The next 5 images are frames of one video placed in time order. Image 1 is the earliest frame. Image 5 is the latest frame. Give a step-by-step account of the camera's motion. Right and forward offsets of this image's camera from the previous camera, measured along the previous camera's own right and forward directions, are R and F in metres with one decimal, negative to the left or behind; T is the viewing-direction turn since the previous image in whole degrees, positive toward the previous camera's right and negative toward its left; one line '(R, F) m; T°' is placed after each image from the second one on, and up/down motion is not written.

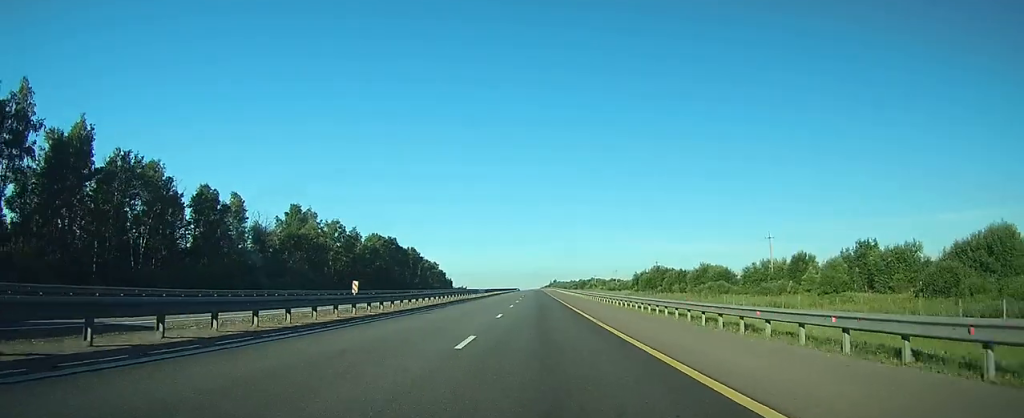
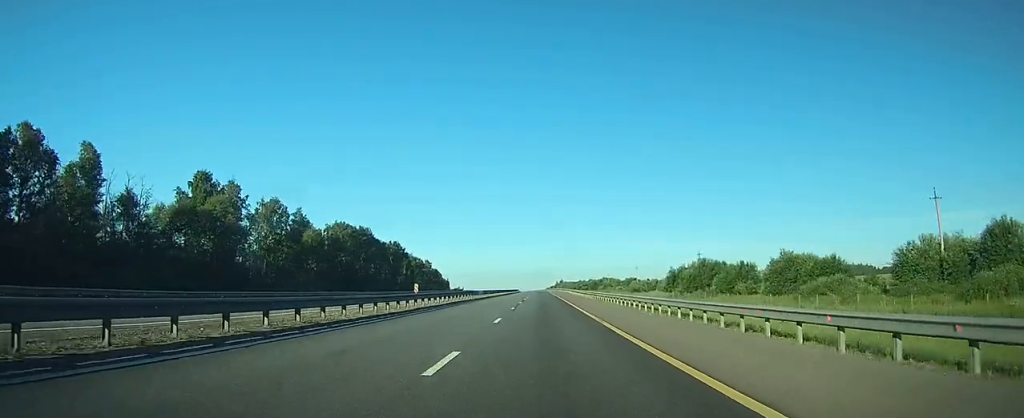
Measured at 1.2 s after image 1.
(-0.1, +39.3) m; -1°
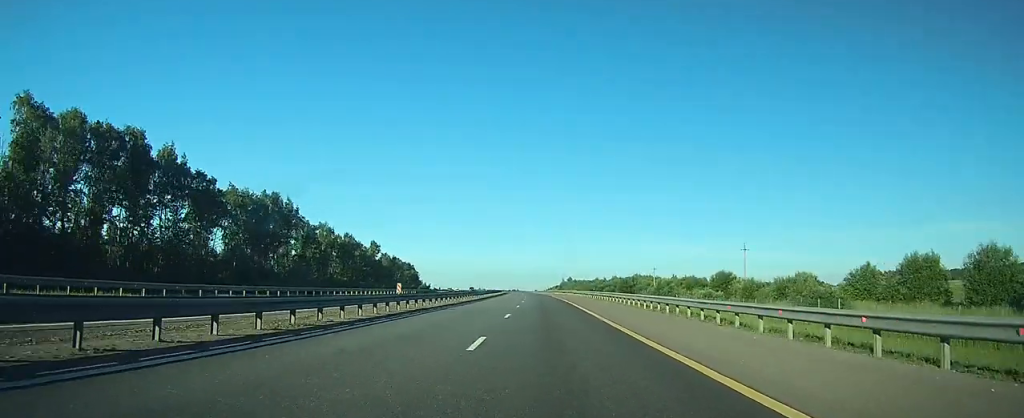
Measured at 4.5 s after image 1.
(-0.4, +105.1) m; 0°
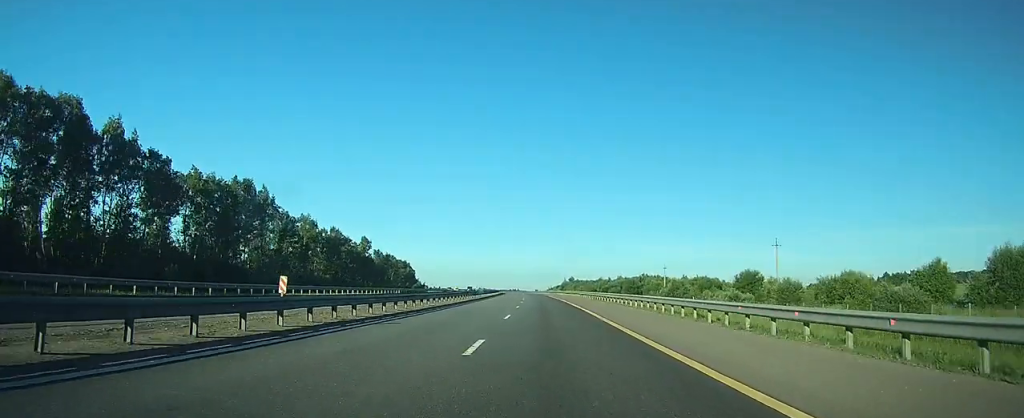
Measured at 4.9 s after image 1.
(0.0, +12.8) m; 0°
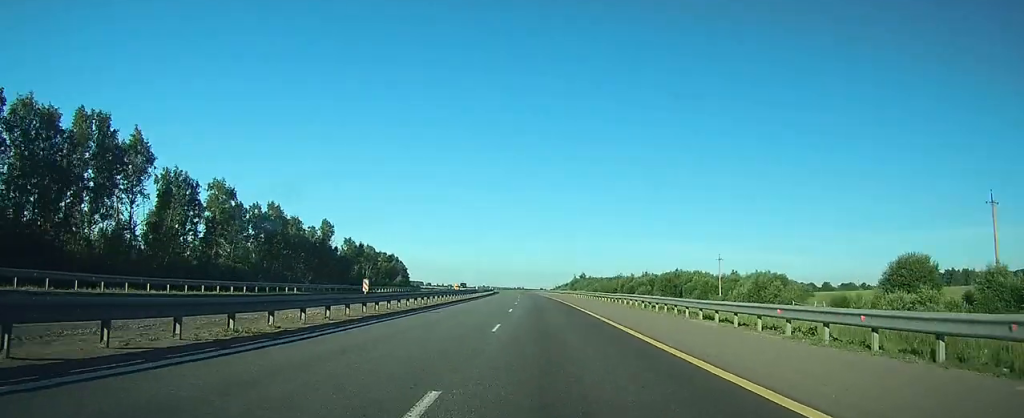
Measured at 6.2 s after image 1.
(-0.1, +42.7) m; 0°
